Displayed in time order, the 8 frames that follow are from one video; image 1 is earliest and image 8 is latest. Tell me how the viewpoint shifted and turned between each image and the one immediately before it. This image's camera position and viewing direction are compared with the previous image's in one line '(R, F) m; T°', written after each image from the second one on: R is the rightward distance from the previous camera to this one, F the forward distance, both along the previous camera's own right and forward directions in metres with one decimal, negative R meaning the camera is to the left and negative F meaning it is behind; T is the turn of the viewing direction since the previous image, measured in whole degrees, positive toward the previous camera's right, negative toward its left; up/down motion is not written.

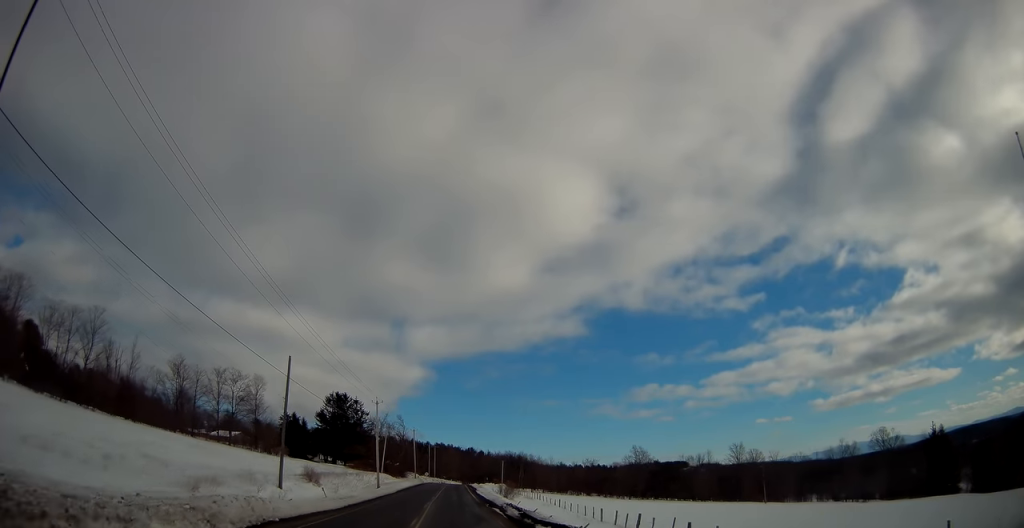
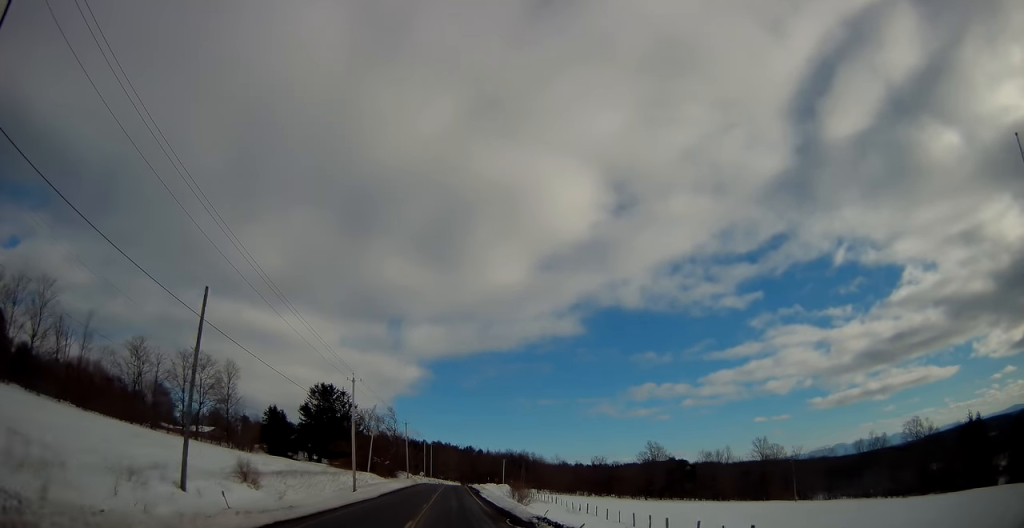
(-0.2, +14.3) m; 0°
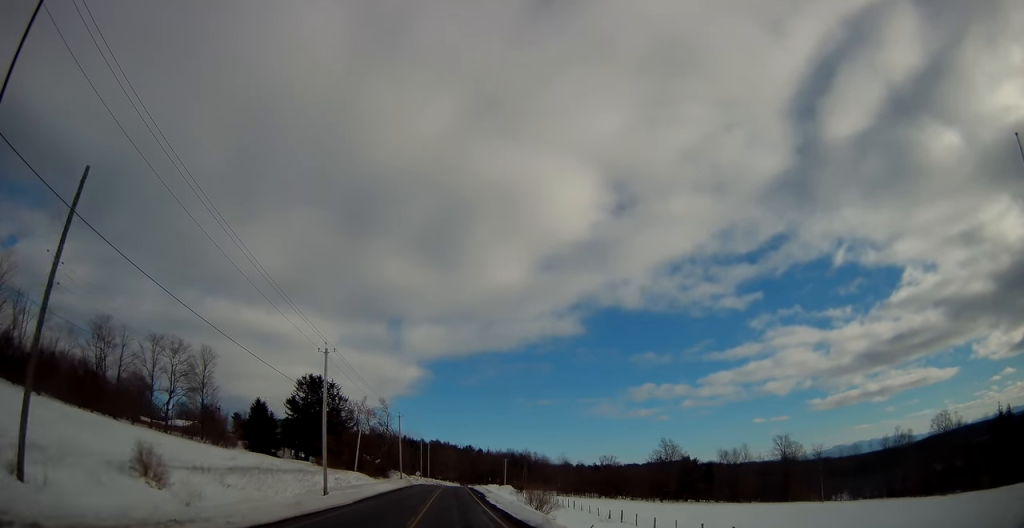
(-0.1, +10.9) m; 0°
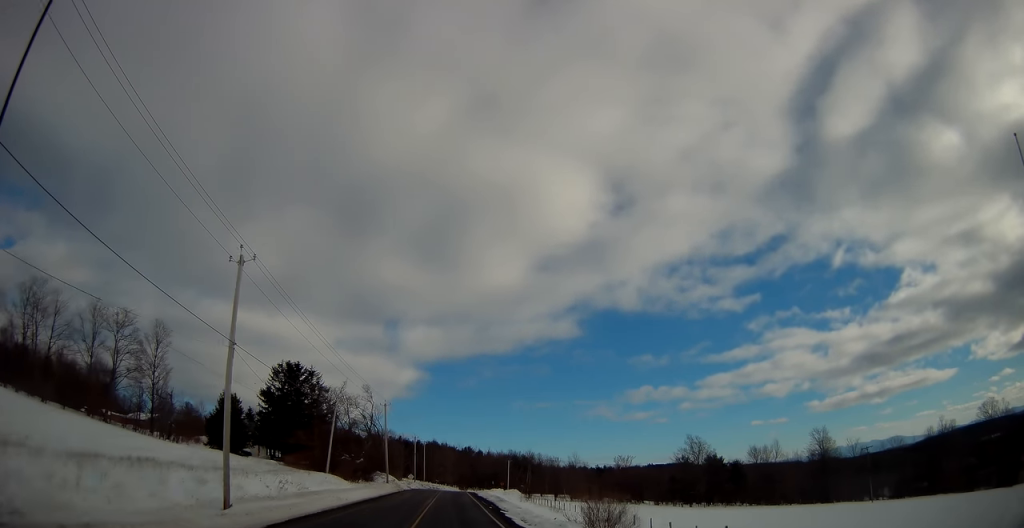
(+0.2, +16.6) m; 0°
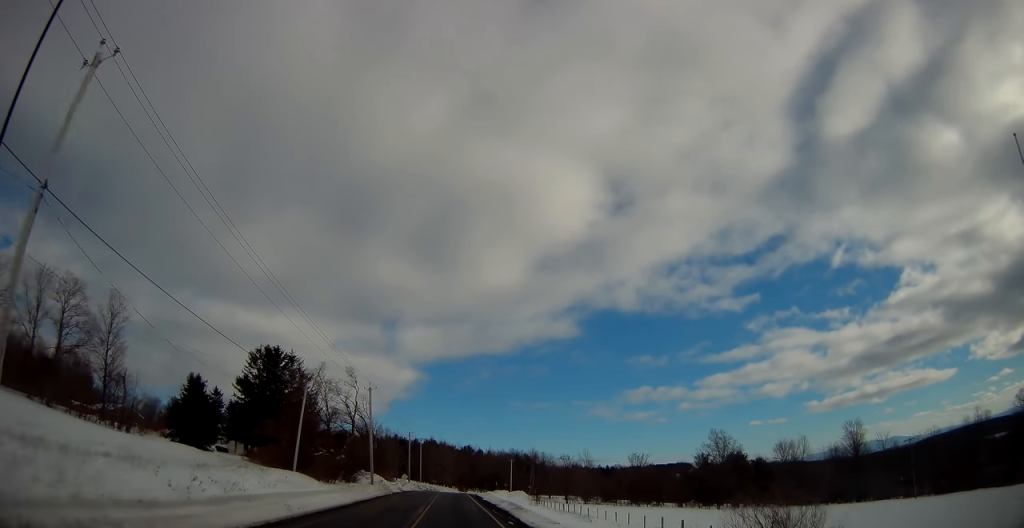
(0.0, +12.4) m; 0°
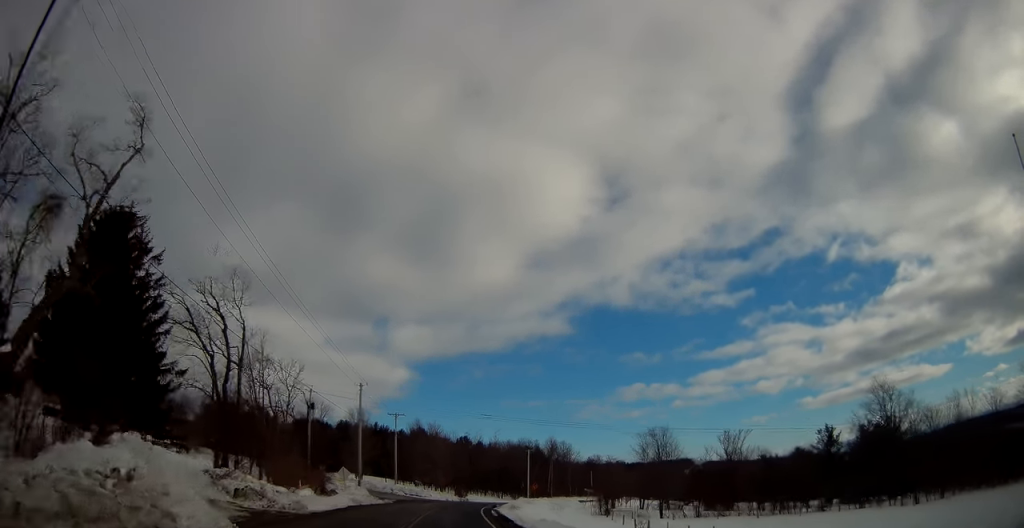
(+0.1, +49.2) m; +1°
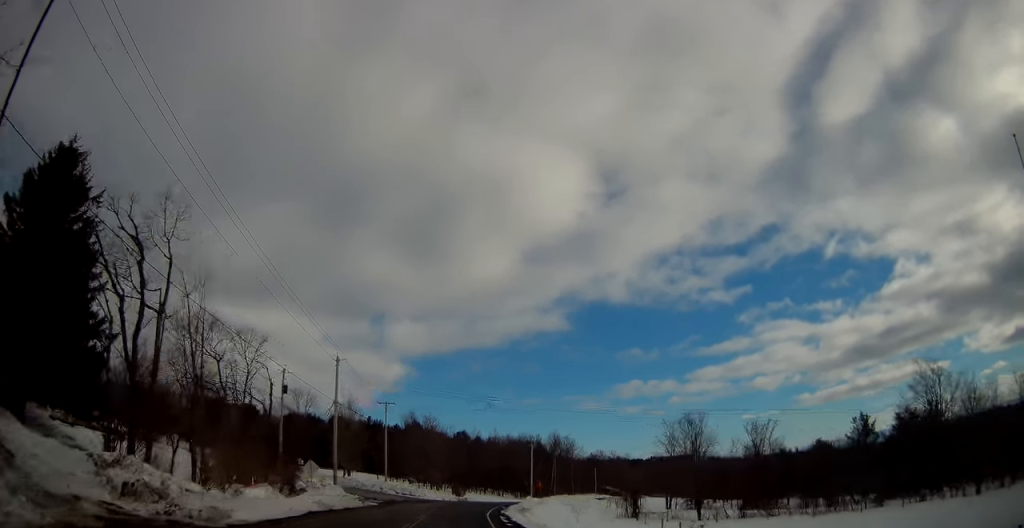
(0.0, +9.5) m; +1°
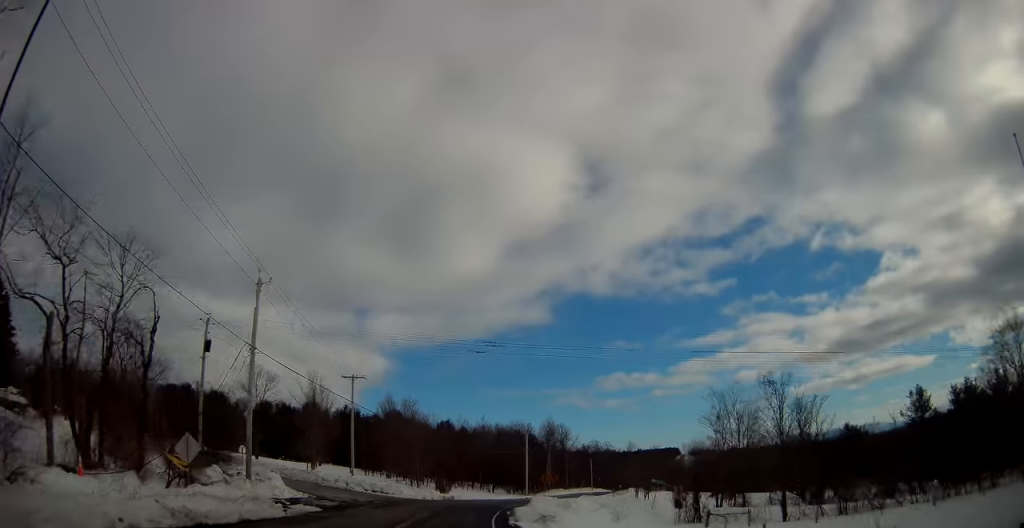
(+0.1, +14.9) m; +1°
